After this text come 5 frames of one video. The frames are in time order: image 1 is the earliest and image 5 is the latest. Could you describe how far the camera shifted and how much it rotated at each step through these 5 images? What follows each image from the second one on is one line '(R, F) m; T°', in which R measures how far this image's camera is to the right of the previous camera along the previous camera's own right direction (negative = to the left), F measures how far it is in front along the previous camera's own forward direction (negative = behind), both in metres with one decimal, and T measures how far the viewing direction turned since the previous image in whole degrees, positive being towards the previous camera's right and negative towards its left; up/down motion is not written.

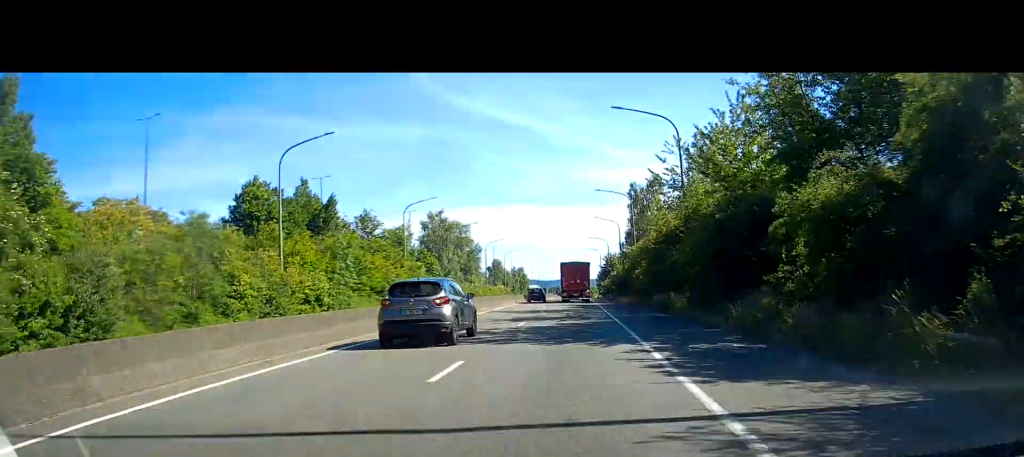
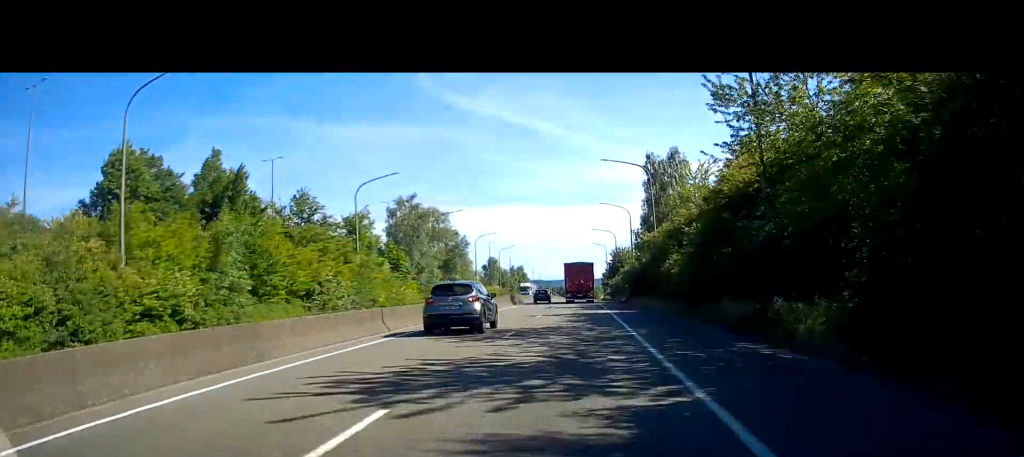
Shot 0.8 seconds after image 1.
(0.0, +17.1) m; 0°
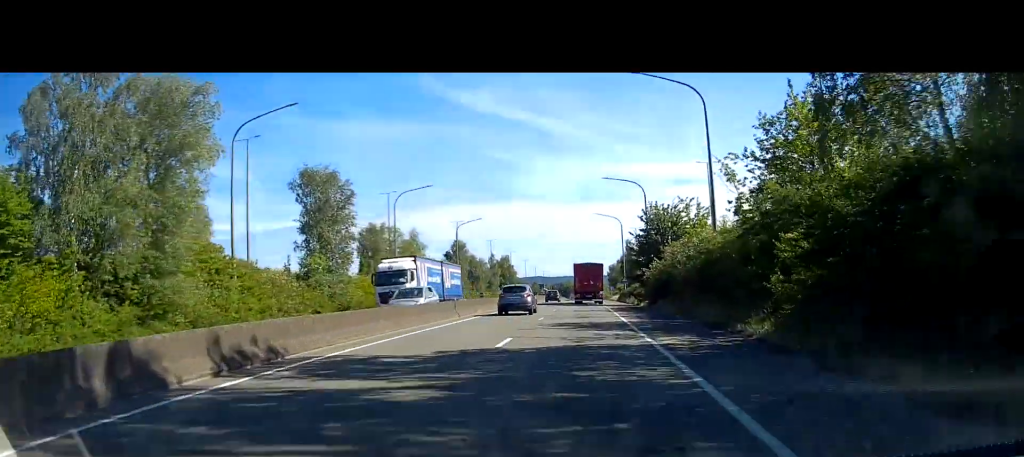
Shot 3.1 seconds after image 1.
(+0.9, +53.4) m; +1°
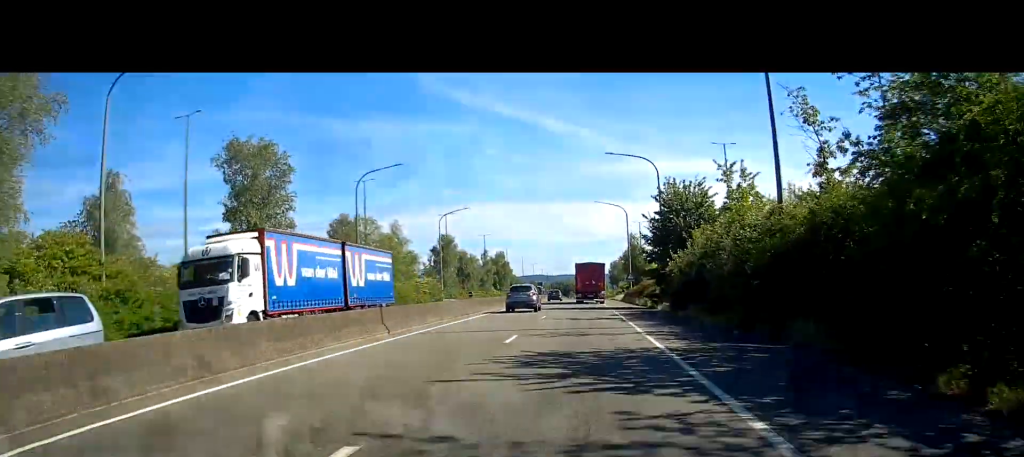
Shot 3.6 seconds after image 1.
(0.0, +11.4) m; 0°
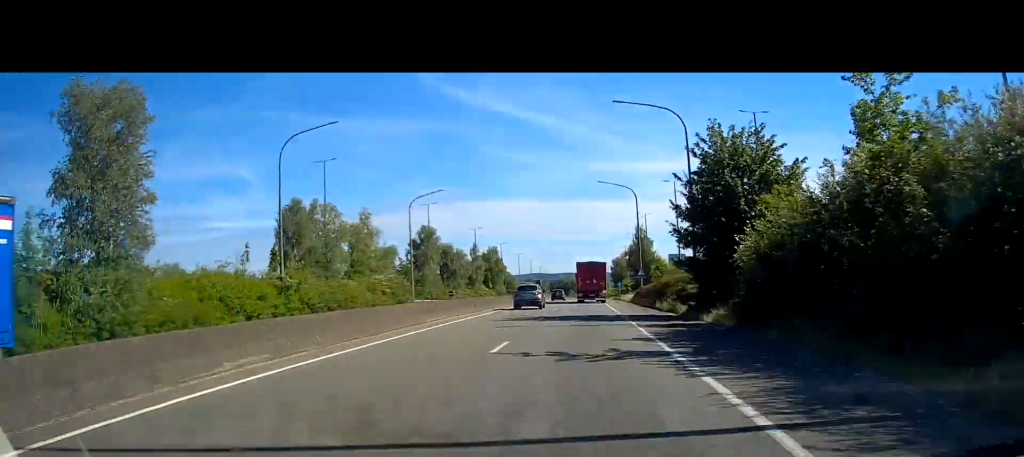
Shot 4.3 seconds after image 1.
(0.0, +15.3) m; 0°
